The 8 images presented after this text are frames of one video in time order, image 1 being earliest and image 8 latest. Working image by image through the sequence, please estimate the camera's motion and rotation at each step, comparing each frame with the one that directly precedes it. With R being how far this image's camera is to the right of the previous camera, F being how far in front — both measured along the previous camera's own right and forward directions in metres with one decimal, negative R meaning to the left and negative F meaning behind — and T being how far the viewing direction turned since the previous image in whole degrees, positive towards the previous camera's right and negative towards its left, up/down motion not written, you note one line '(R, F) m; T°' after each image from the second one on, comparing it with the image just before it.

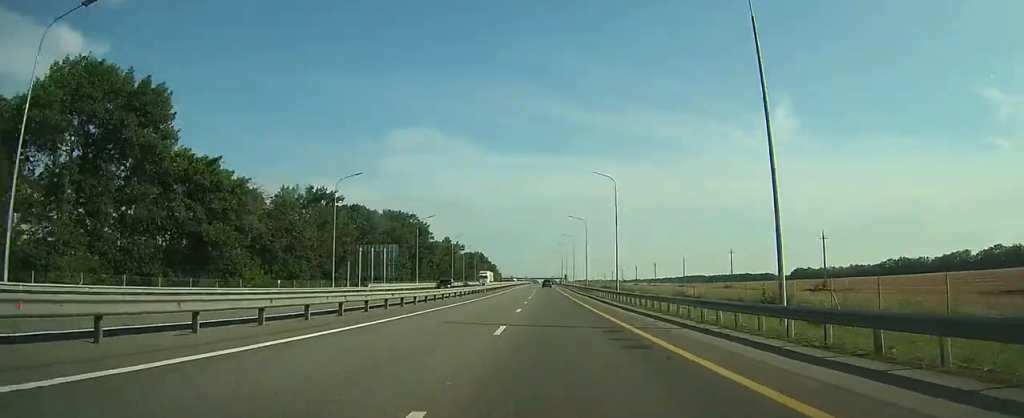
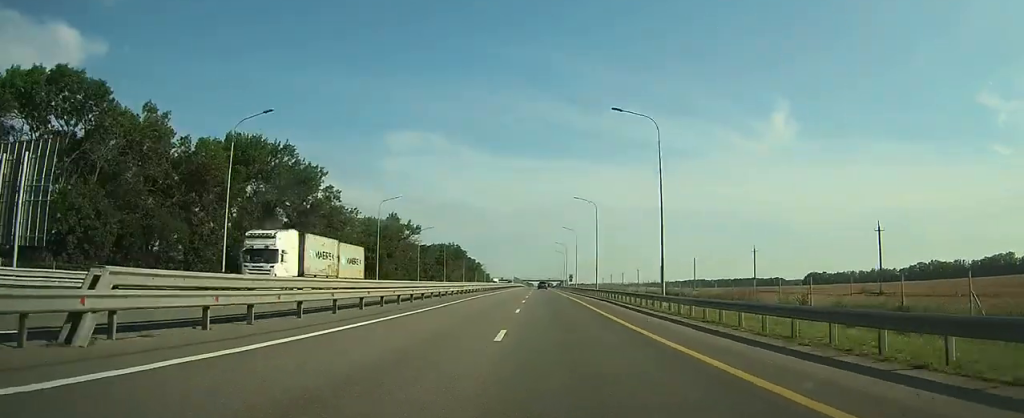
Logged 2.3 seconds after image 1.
(-0.1, +62.5) m; 0°
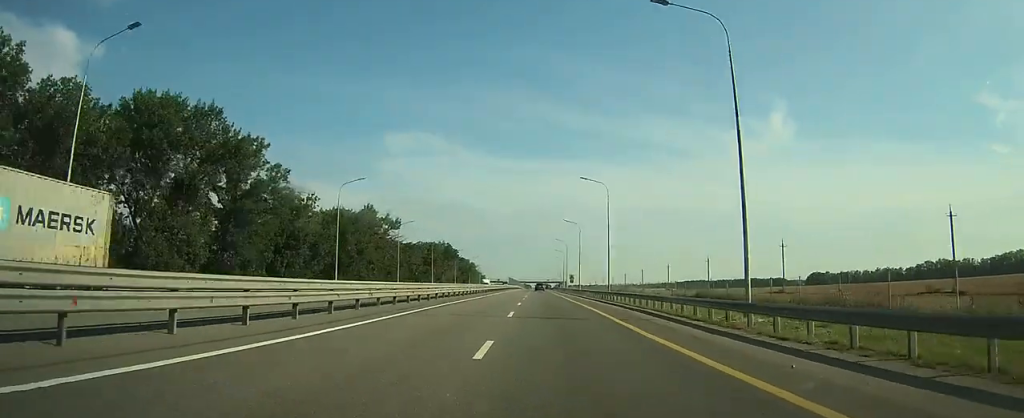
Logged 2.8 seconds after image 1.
(0.0, +15.2) m; 0°
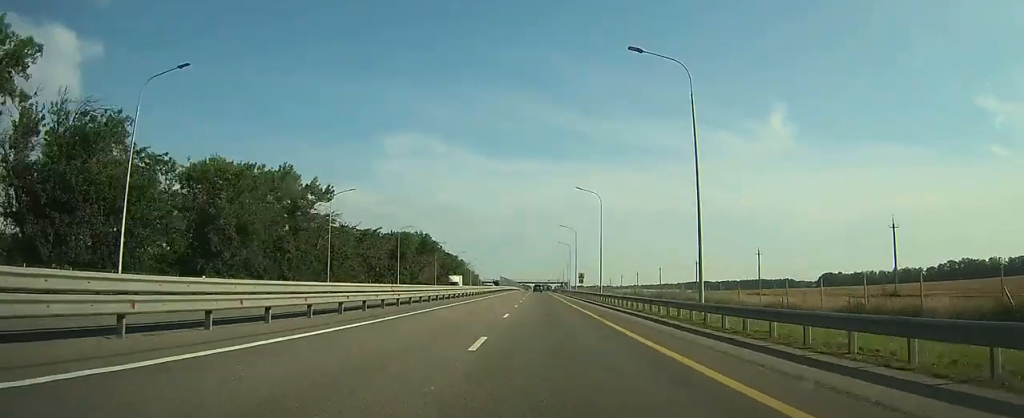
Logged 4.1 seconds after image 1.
(-0.1, +34.7) m; 0°
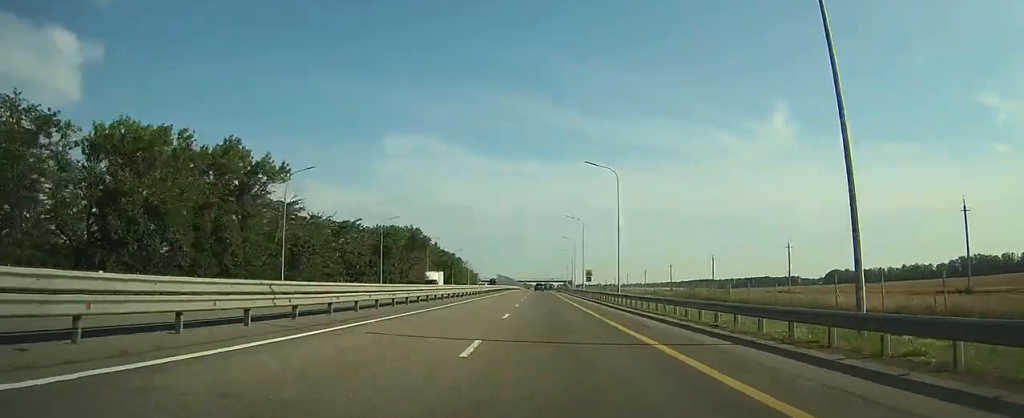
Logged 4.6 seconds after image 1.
(0.0, +13.3) m; 0°
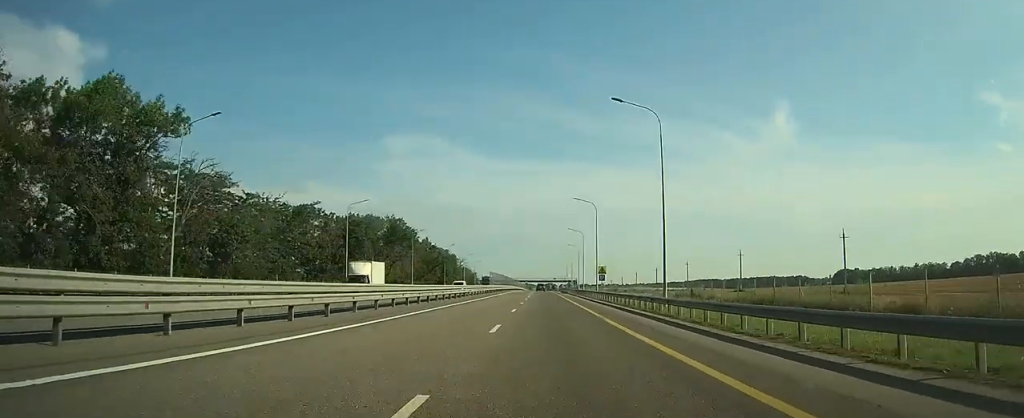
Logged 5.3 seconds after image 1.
(0.0, +18.6) m; 0°
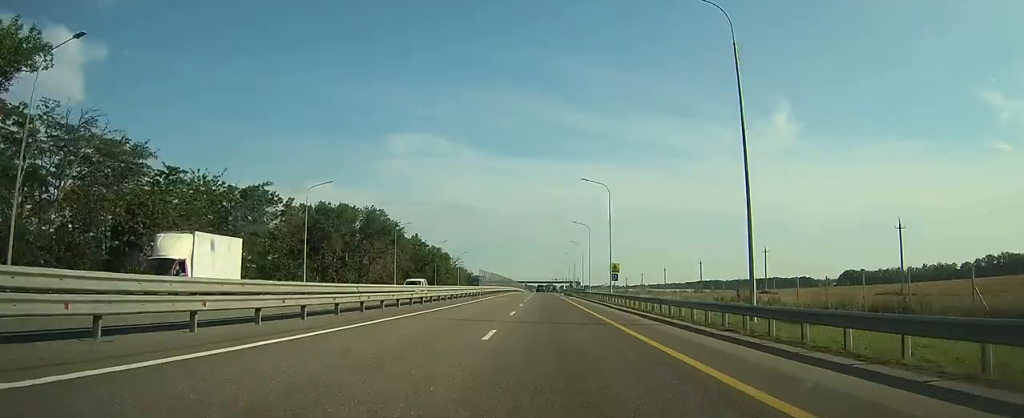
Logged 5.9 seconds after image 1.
(0.0, +14.1) m; 0°
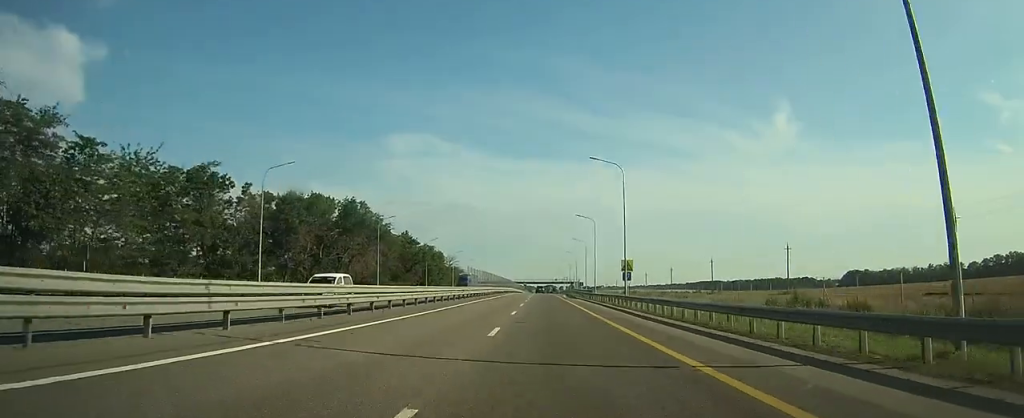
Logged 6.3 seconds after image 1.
(0.0, +10.6) m; 0°
